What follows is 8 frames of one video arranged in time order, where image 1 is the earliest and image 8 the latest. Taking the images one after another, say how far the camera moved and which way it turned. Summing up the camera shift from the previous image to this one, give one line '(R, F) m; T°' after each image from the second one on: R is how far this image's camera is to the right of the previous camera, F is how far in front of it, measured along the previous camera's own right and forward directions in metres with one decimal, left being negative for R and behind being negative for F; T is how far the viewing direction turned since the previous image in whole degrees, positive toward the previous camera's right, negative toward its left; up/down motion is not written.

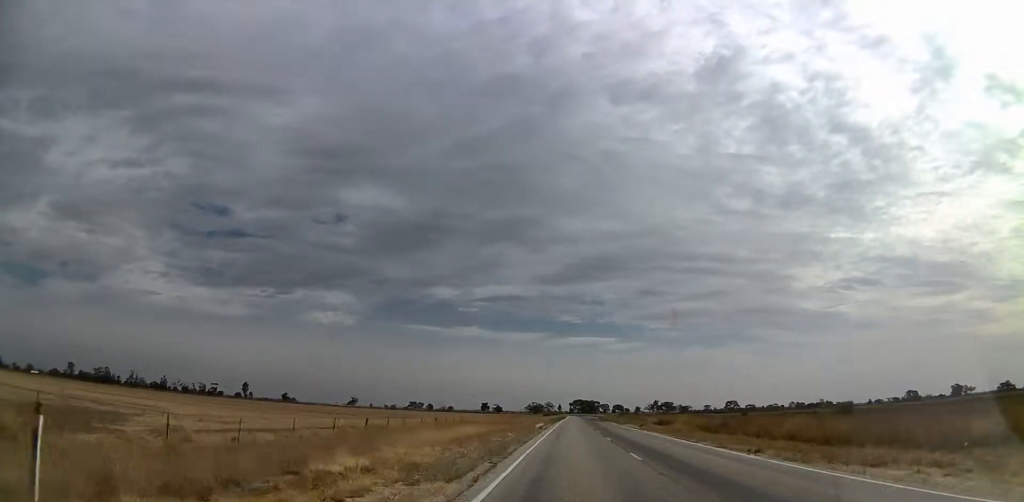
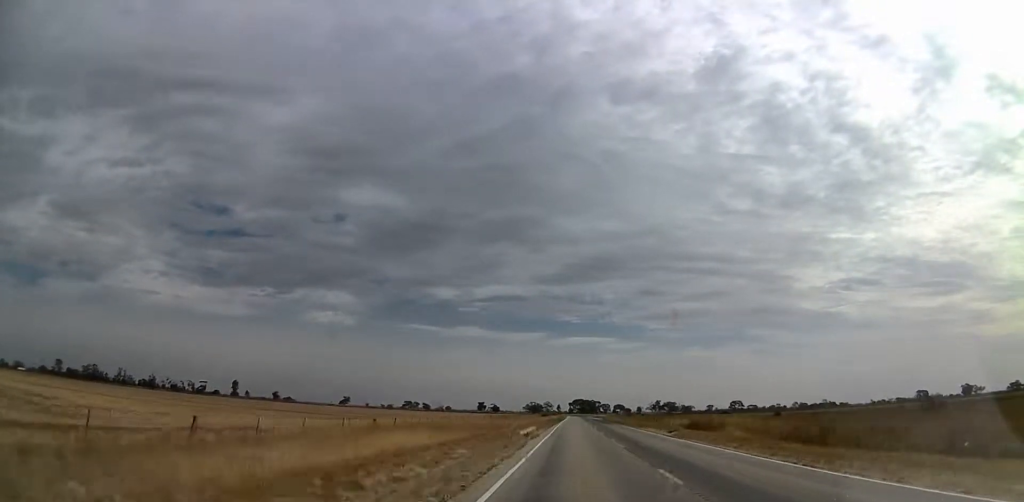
(0.0, +17.9) m; 0°
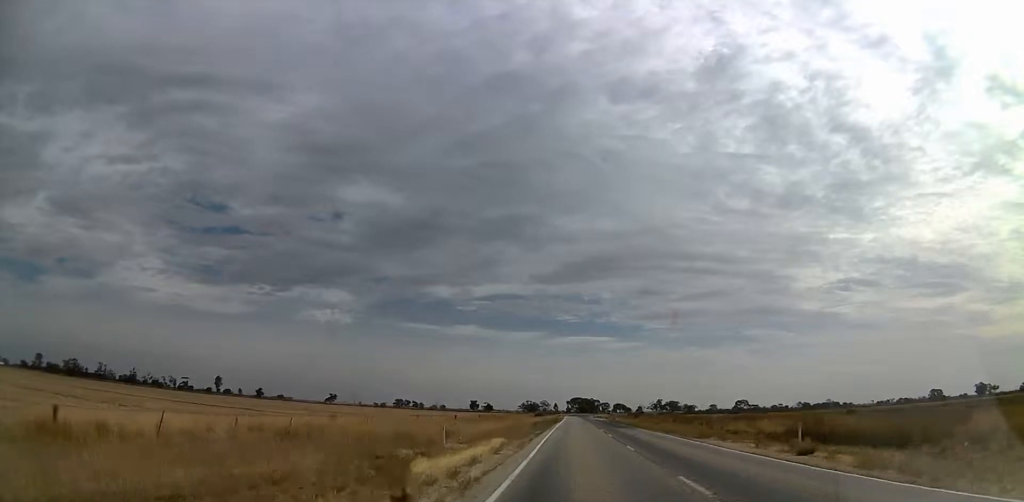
(0.0, +26.2) m; 0°
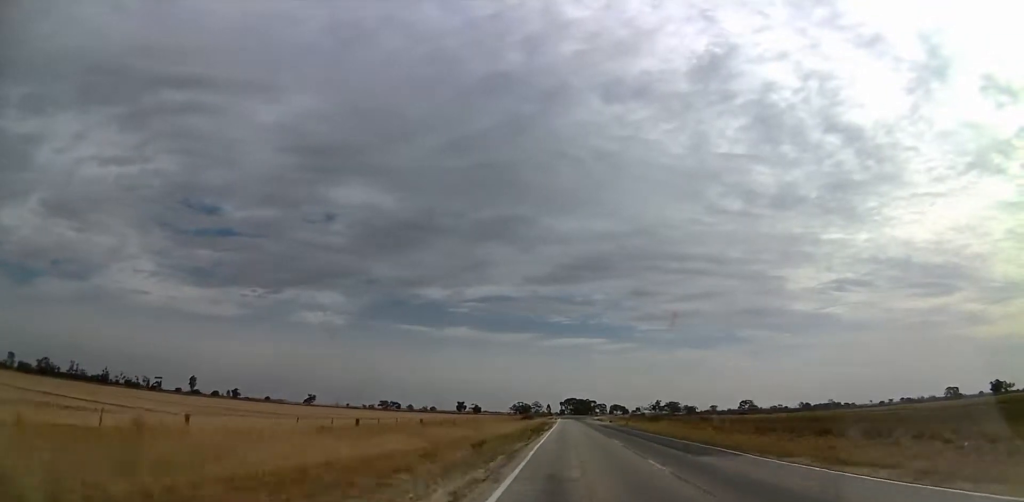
(0.0, +31.6) m; 0°
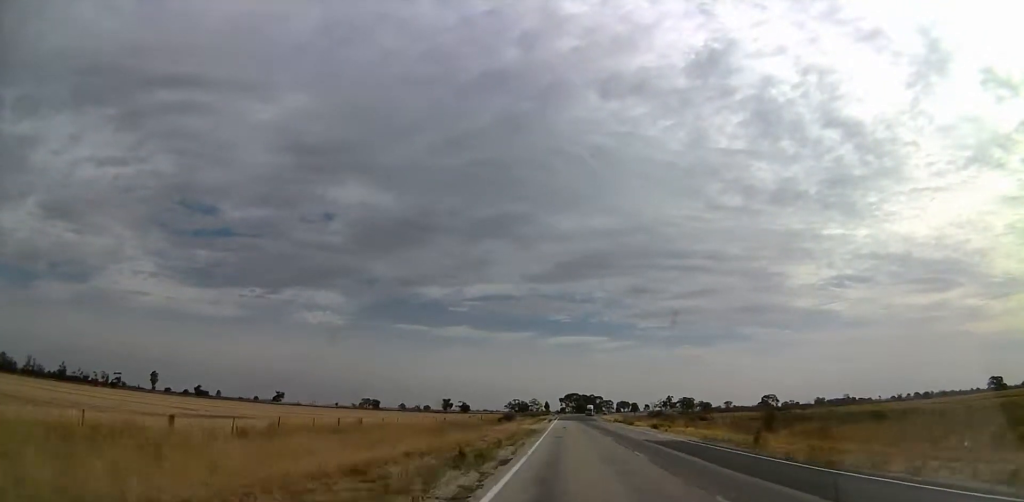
(0.0, +55.6) m; 0°
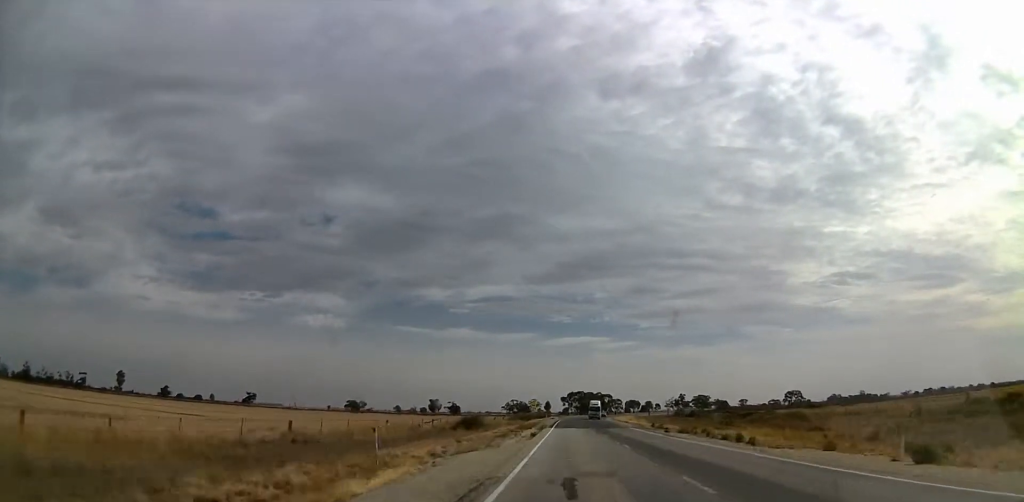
(0.0, +44.2) m; +1°
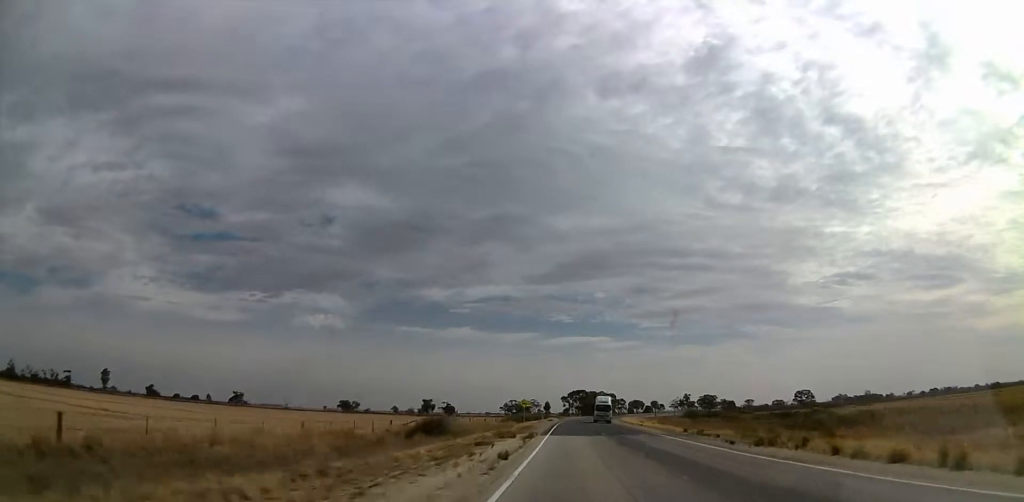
(-0.1, +16.3) m; +2°
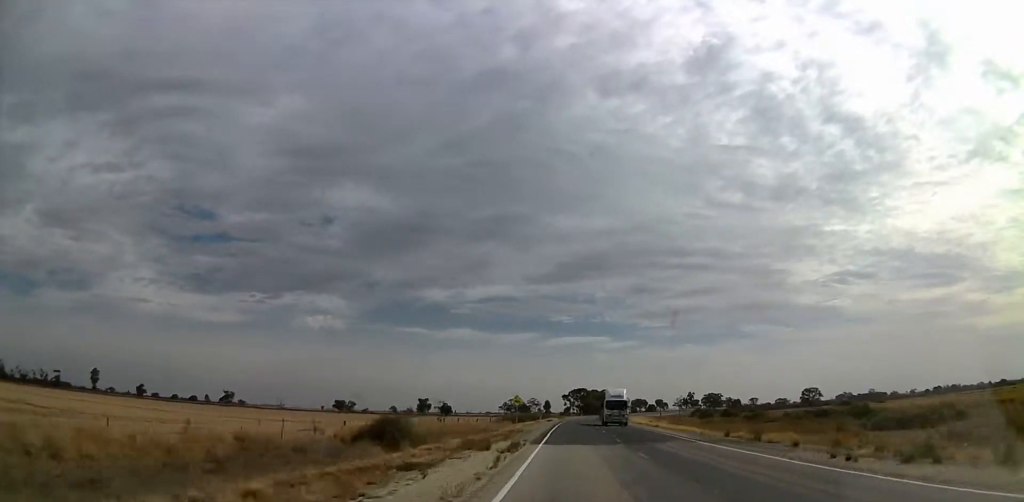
(+0.1, +11.7) m; +1°
